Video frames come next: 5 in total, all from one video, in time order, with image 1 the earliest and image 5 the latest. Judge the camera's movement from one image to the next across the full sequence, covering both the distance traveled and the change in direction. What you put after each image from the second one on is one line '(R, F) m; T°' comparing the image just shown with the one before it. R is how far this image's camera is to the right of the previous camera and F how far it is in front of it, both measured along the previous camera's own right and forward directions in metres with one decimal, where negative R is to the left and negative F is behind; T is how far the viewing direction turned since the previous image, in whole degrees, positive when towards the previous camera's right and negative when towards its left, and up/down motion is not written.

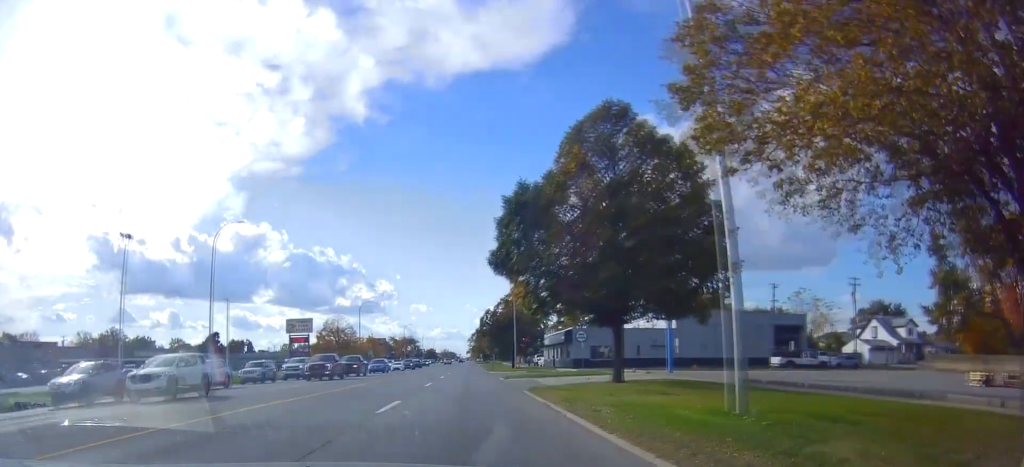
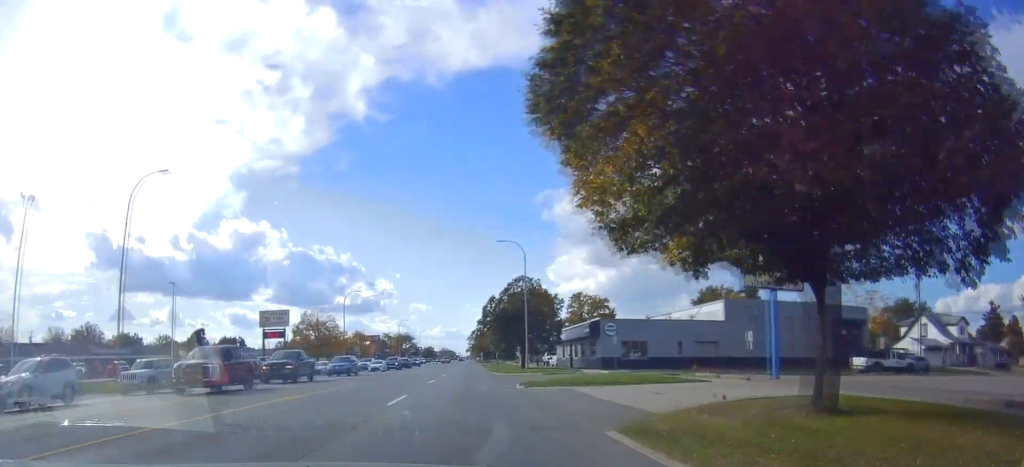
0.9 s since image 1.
(-0.2, +12.8) m; -1°
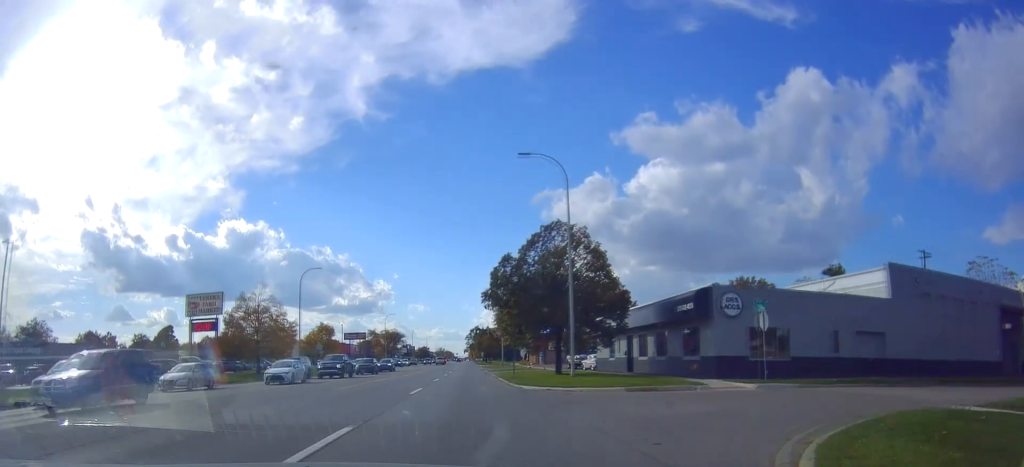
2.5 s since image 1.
(-0.3, +23.7) m; -2°
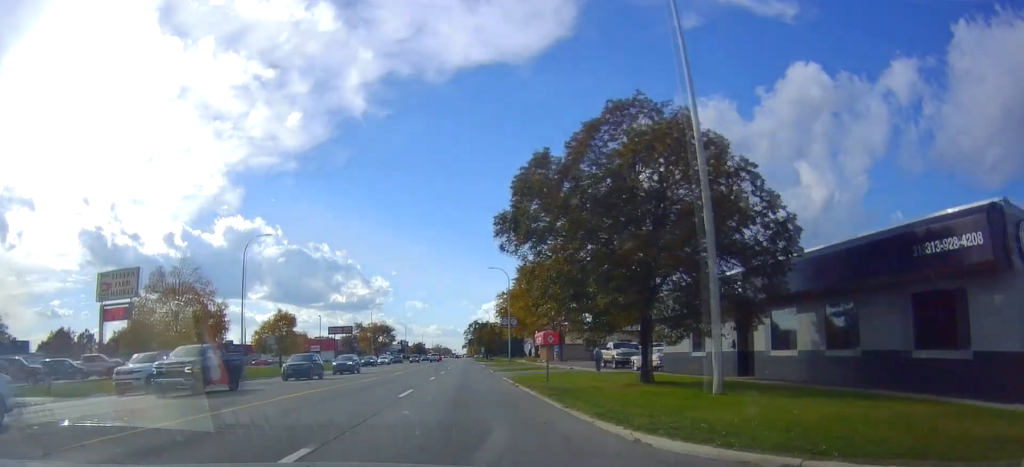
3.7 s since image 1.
(-0.2, +18.0) m; +1°
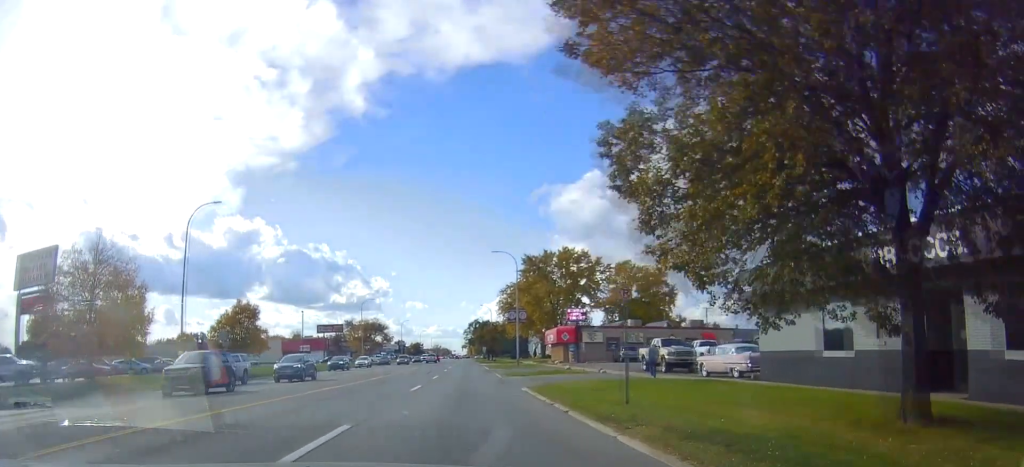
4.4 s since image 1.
(+0.3, +12.0) m; +1°
